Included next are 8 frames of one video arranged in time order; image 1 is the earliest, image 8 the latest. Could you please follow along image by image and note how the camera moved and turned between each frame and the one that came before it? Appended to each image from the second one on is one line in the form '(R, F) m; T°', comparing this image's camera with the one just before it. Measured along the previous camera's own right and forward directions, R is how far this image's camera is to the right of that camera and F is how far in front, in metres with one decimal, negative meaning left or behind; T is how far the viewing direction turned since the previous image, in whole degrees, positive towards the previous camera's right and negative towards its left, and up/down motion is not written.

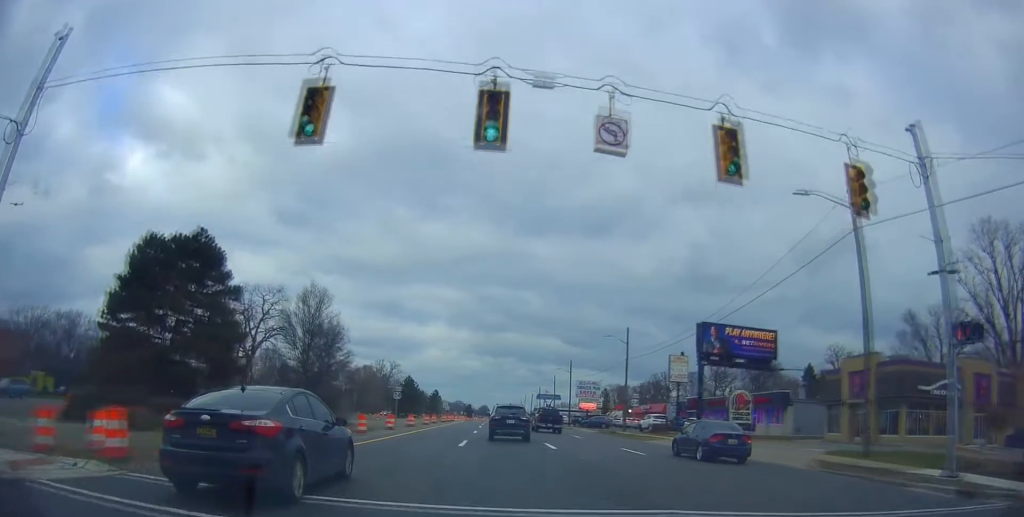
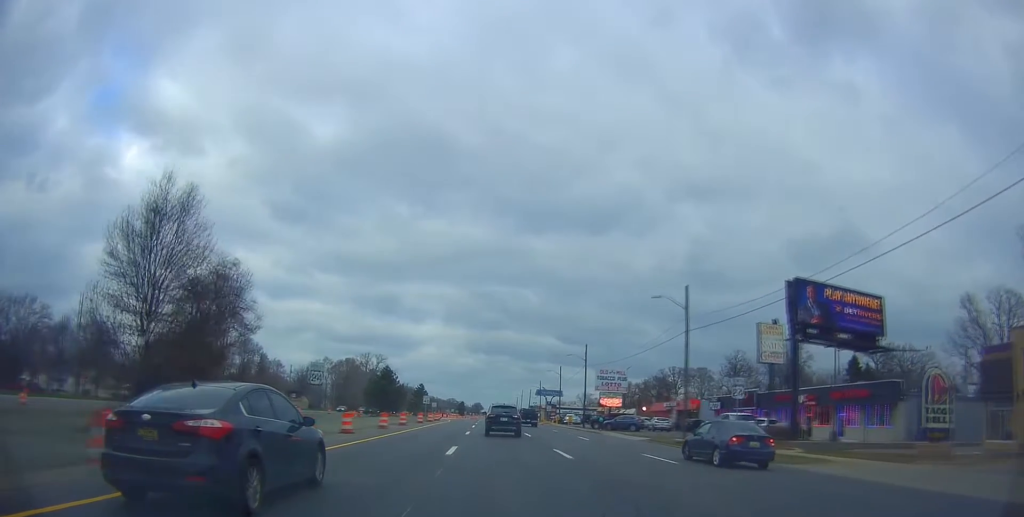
(-0.6, +20.5) m; -3°
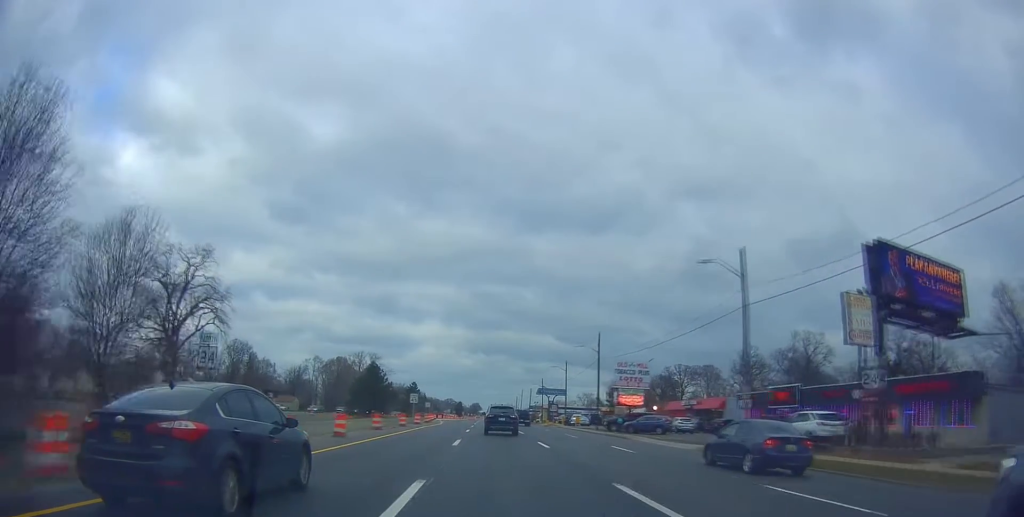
(-0.2, +10.2) m; +1°
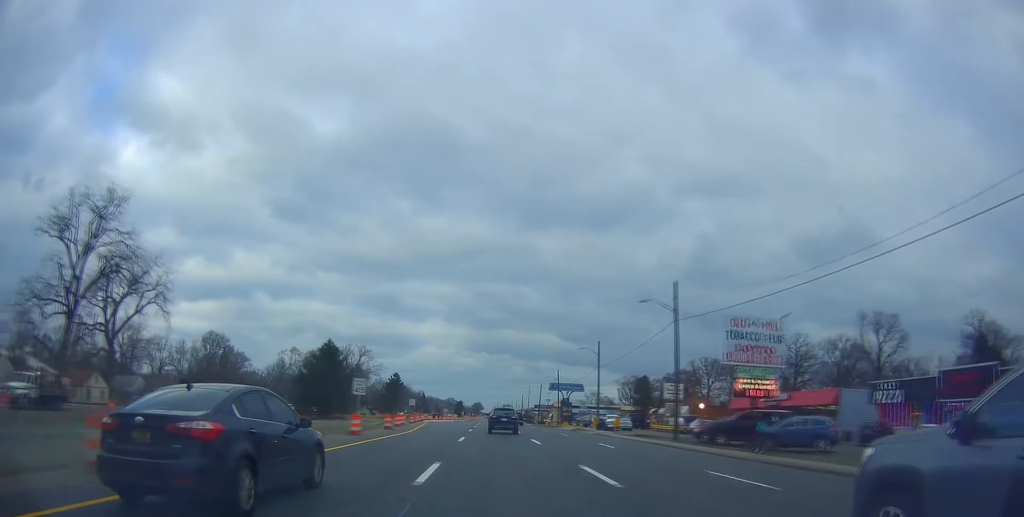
(+0.5, +27.3) m; +1°
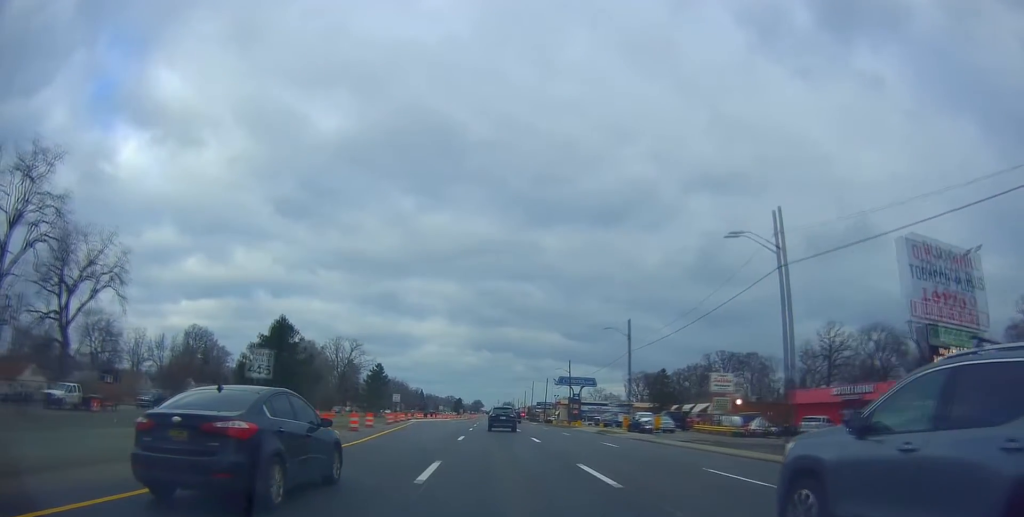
(+0.4, +15.7) m; -1°
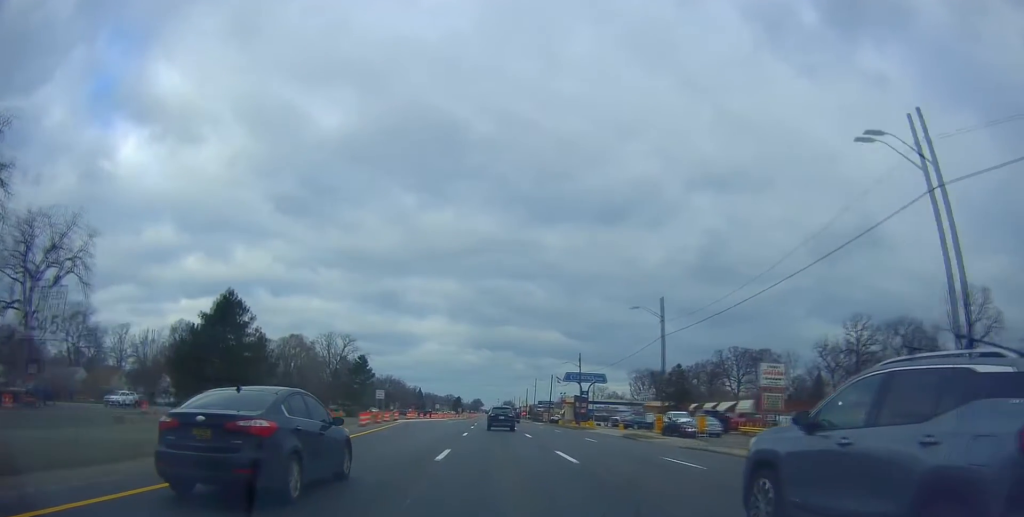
(-0.4, +11.0) m; 0°
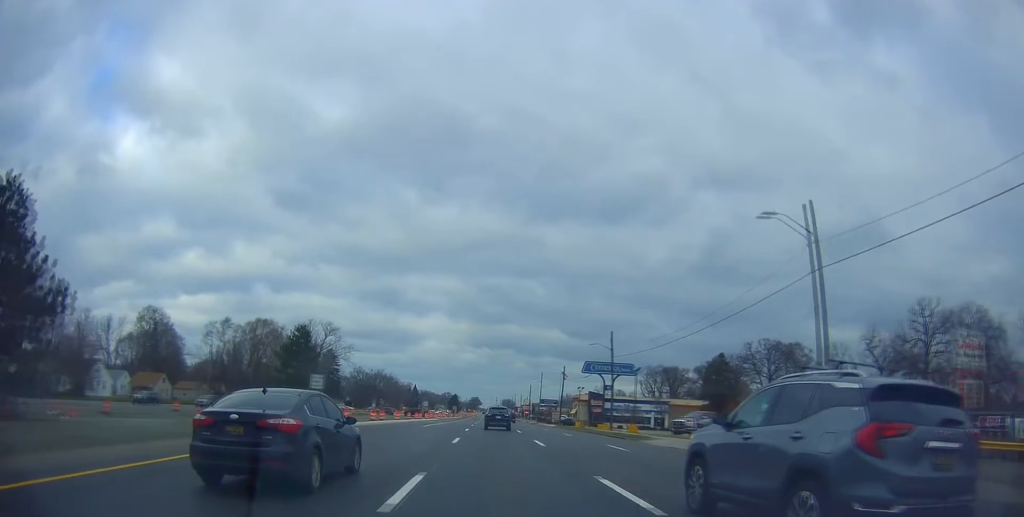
(+0.4, +22.9) m; +2°
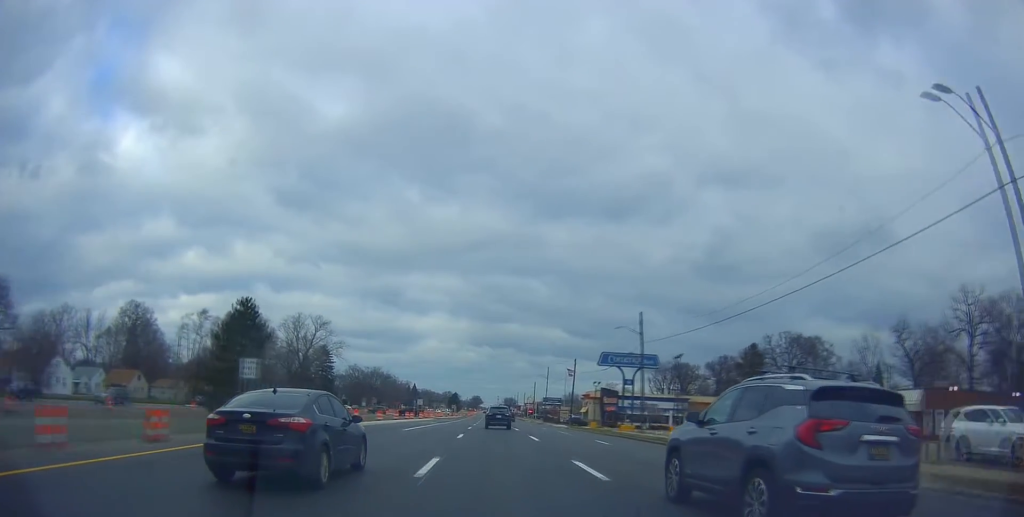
(+0.1, +12.0) m; -1°
